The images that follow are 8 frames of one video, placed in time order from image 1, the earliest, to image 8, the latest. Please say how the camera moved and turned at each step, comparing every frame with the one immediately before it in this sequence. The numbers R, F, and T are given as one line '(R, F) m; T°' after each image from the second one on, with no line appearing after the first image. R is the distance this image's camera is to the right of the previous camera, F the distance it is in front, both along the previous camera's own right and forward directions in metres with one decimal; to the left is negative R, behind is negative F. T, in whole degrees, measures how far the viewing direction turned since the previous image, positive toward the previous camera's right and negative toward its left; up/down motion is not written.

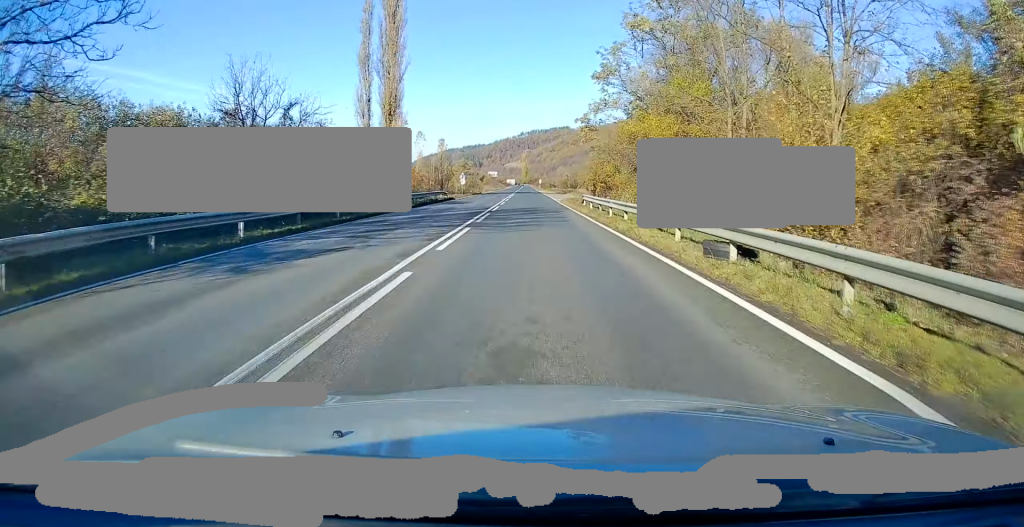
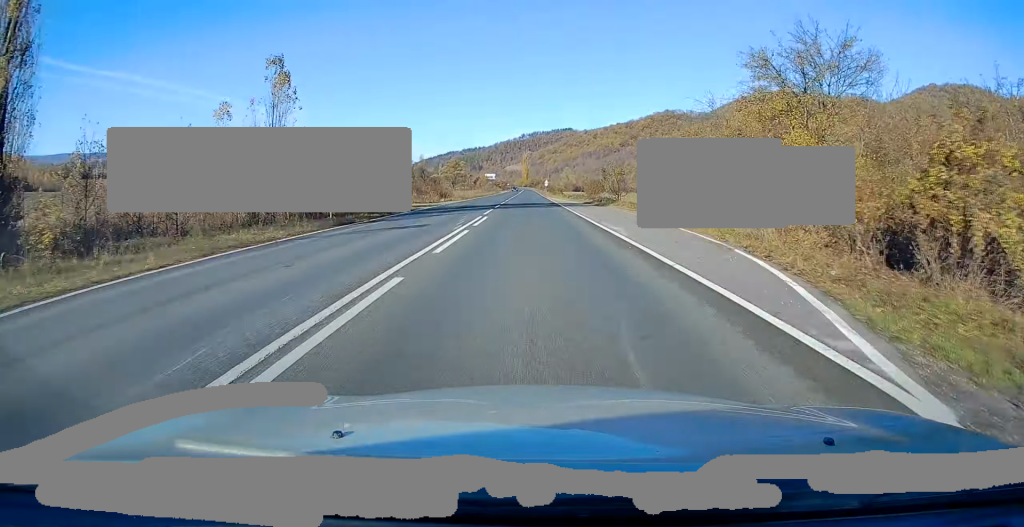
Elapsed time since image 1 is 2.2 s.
(+0.2, +53.7) m; 0°
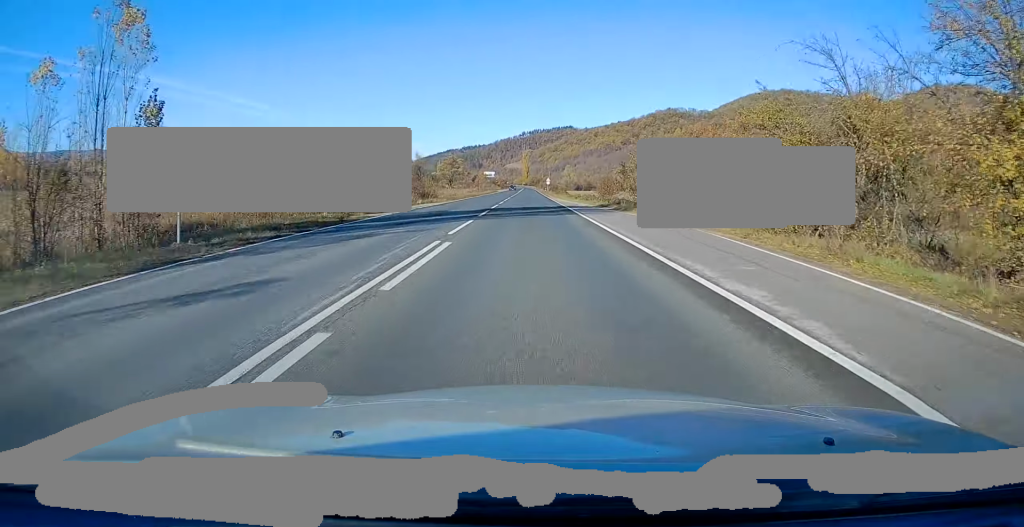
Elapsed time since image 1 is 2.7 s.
(-0.1, +12.1) m; 0°
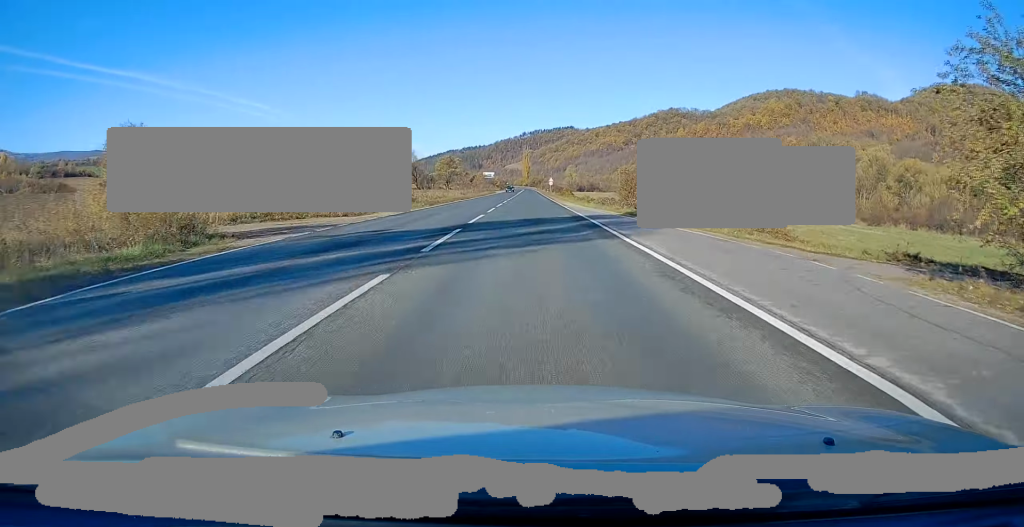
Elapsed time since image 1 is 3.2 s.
(+0.2, +13.0) m; 0°
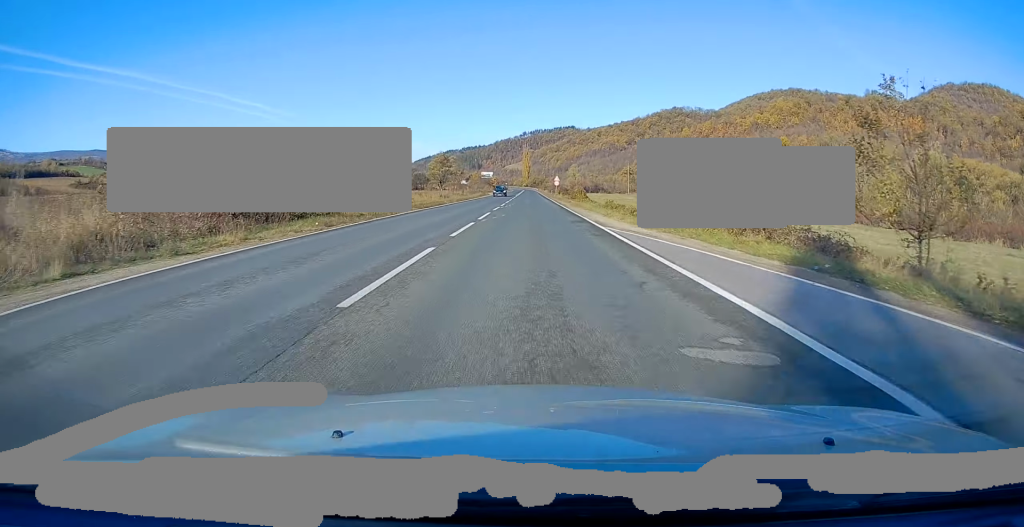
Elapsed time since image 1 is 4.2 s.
(0.0, +22.7) m; 0°
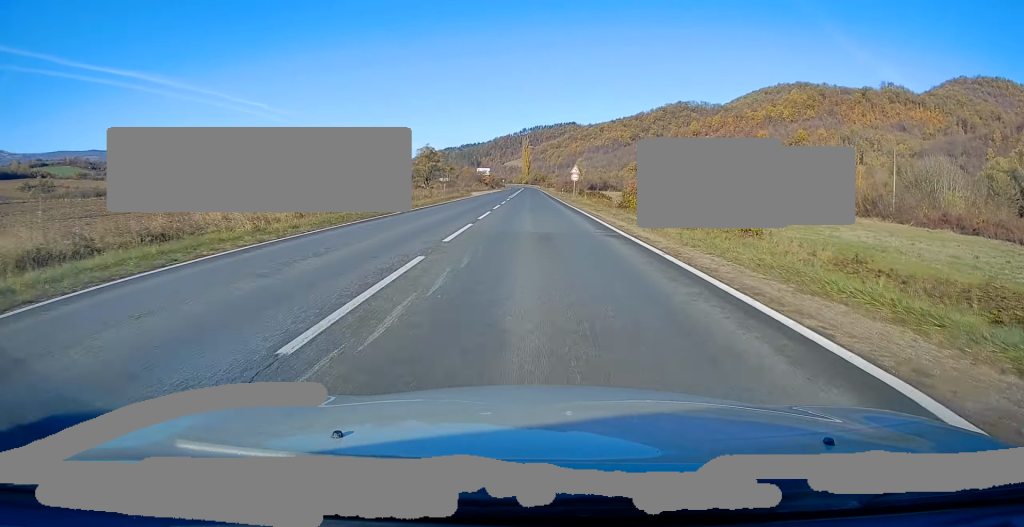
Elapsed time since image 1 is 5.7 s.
(+0.2, +37.3) m; +1°
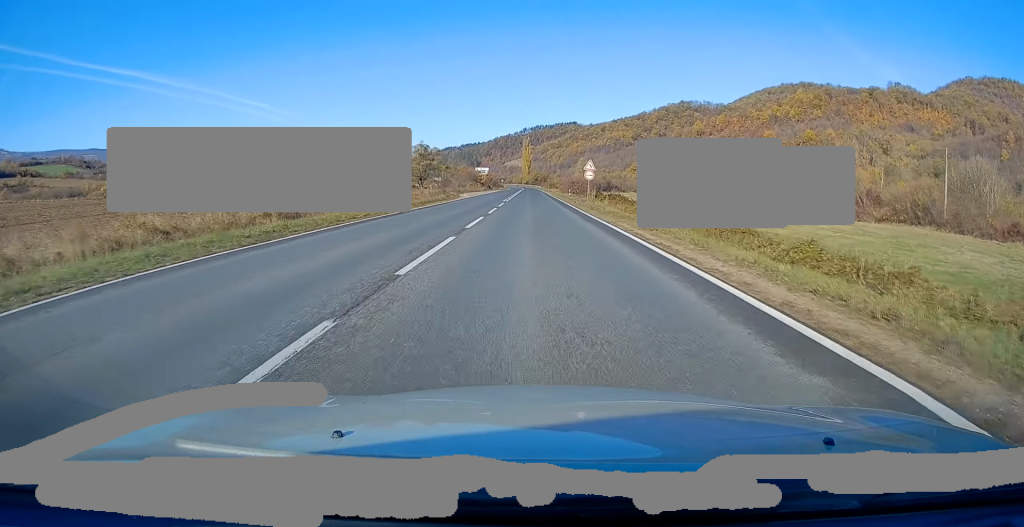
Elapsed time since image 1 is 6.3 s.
(+0.1, +13.7) m; 0°
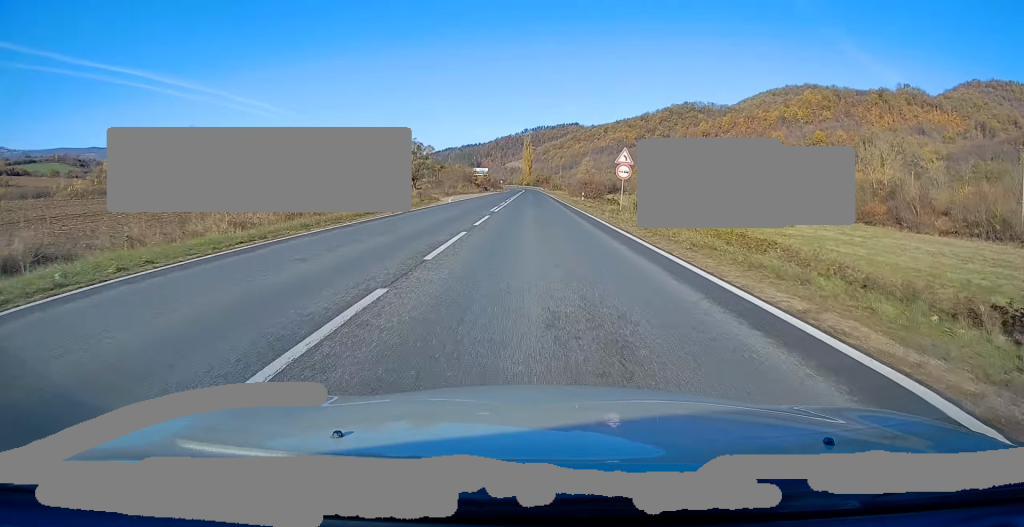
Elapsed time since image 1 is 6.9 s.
(0.0, +16.1) m; -1°
